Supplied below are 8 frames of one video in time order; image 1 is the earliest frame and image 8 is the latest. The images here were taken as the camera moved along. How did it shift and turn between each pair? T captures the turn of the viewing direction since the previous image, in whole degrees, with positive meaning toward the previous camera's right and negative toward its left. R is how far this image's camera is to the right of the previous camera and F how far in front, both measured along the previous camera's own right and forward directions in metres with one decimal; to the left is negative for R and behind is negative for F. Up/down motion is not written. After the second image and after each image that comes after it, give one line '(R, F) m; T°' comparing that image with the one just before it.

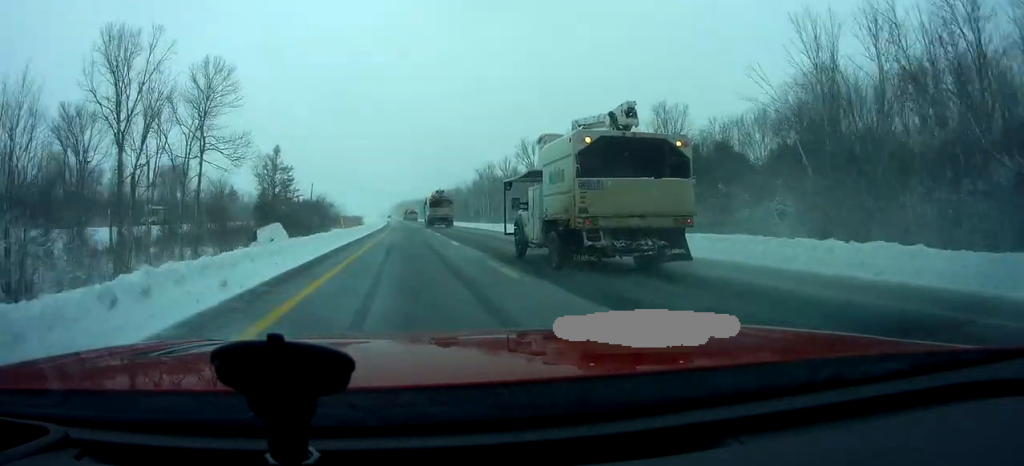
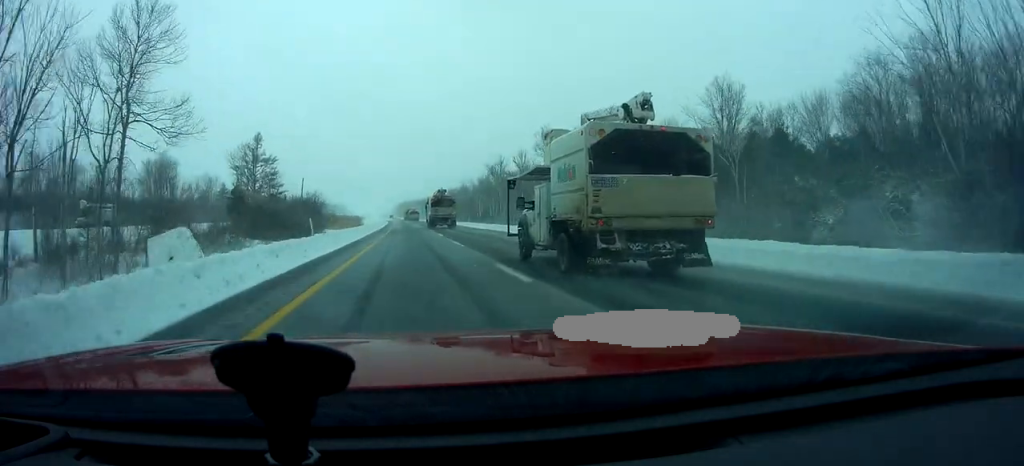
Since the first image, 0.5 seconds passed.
(-0.2, +12.6) m; 0°
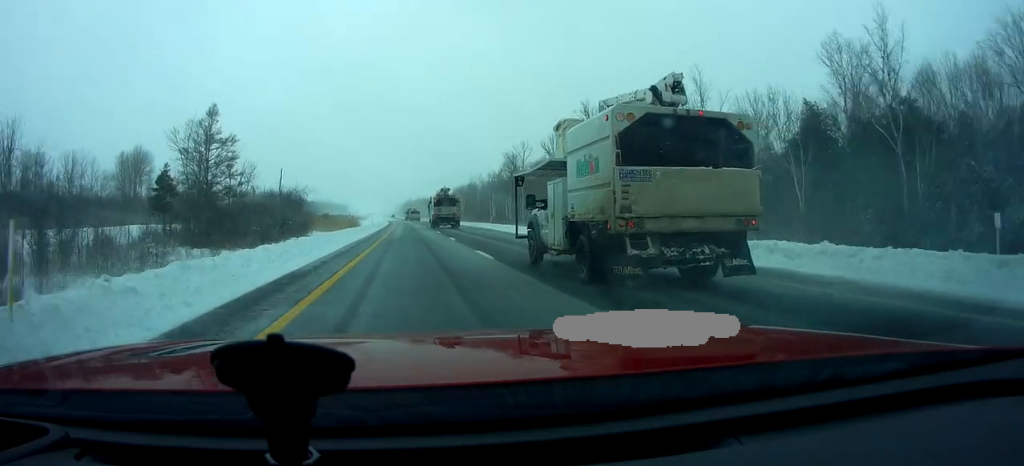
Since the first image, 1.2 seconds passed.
(-0.1, +18.9) m; 0°
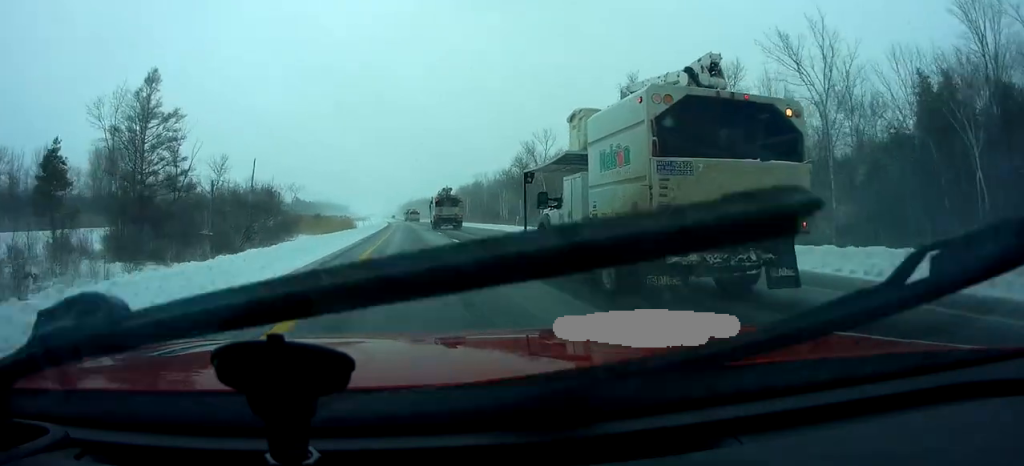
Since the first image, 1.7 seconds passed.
(+0.3, +14.4) m; 0°
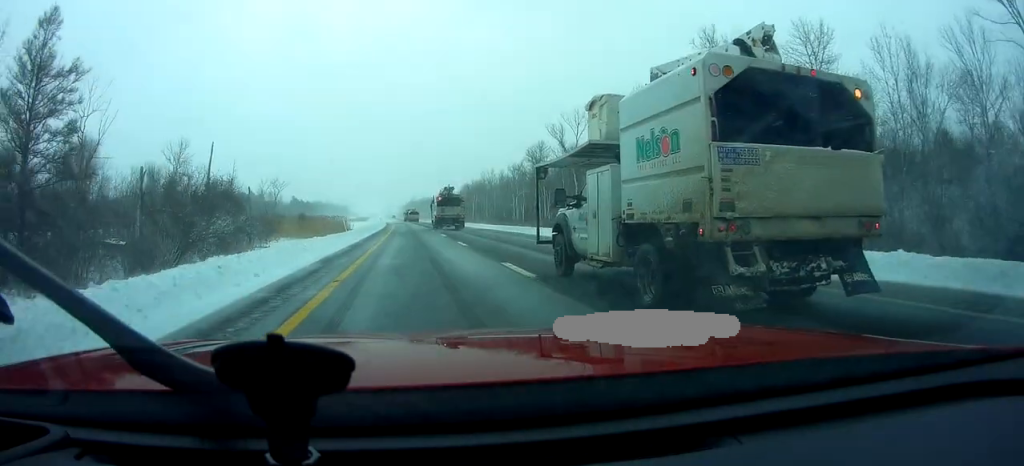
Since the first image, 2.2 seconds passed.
(0.0, +14.5) m; 0°
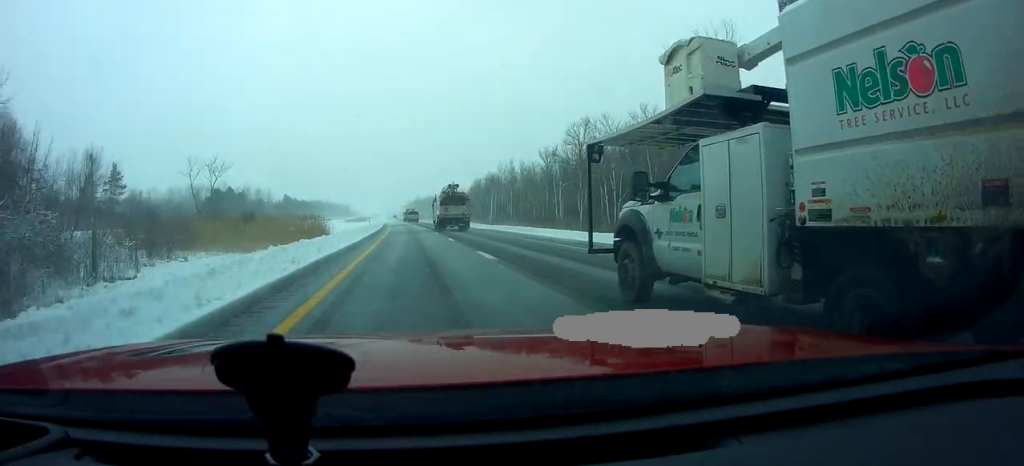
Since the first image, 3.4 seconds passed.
(-0.3, +31.9) m; 0°
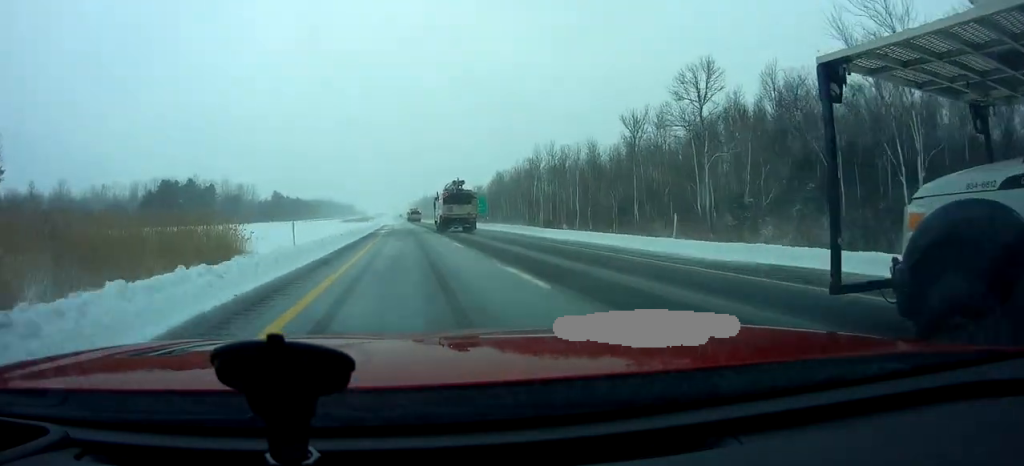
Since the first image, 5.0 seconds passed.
(-0.2, +42.9) m; -1°
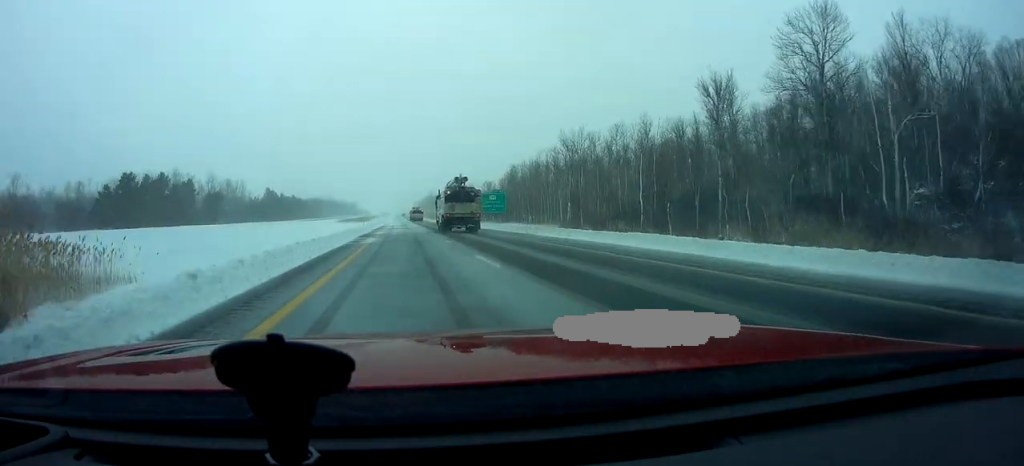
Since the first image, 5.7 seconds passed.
(-0.1, +20.2) m; 0°
